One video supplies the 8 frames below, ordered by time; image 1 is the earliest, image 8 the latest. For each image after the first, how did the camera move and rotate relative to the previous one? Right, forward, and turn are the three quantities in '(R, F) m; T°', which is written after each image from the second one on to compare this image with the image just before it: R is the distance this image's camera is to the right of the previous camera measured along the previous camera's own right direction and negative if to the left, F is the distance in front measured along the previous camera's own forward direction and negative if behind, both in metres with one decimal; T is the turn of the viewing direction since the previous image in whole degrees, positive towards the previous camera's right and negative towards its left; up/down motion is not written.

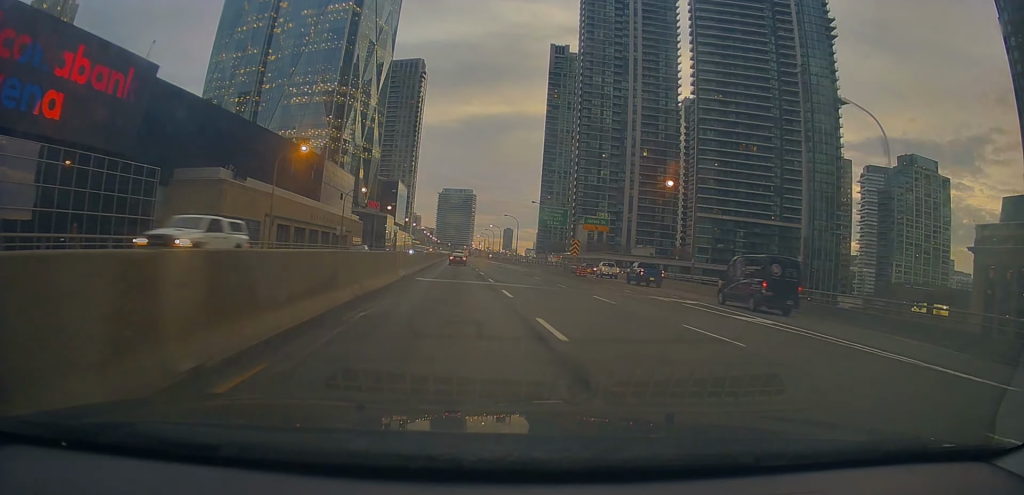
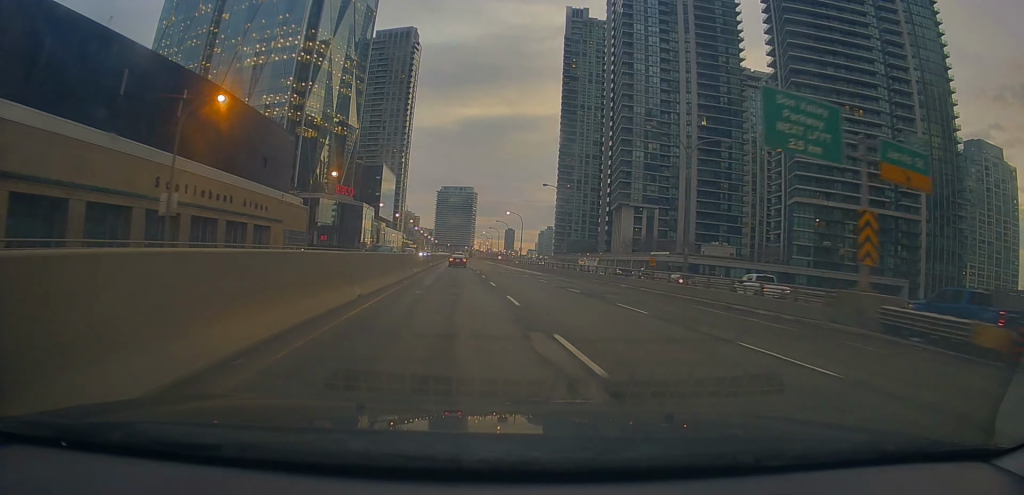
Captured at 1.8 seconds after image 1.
(+1.4, +48.3) m; 0°
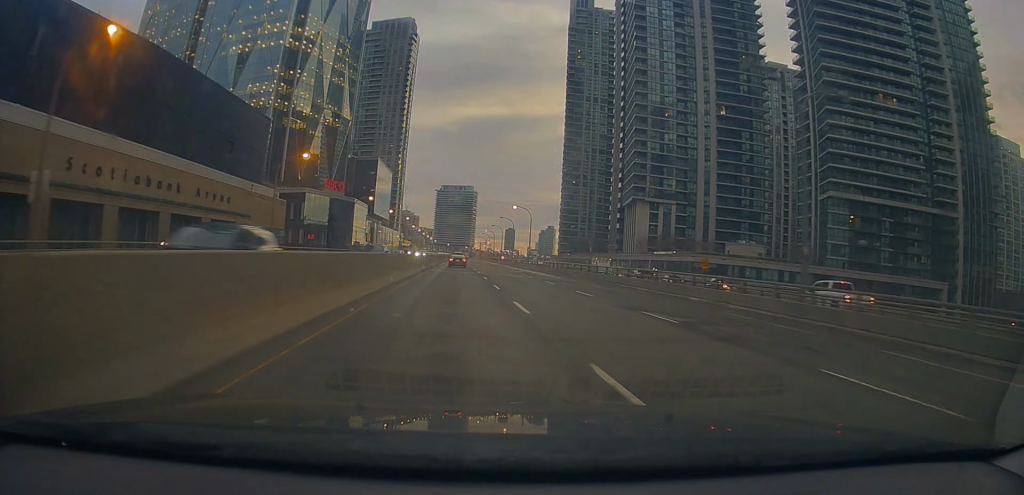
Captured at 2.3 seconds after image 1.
(-0.3, +11.5) m; -1°
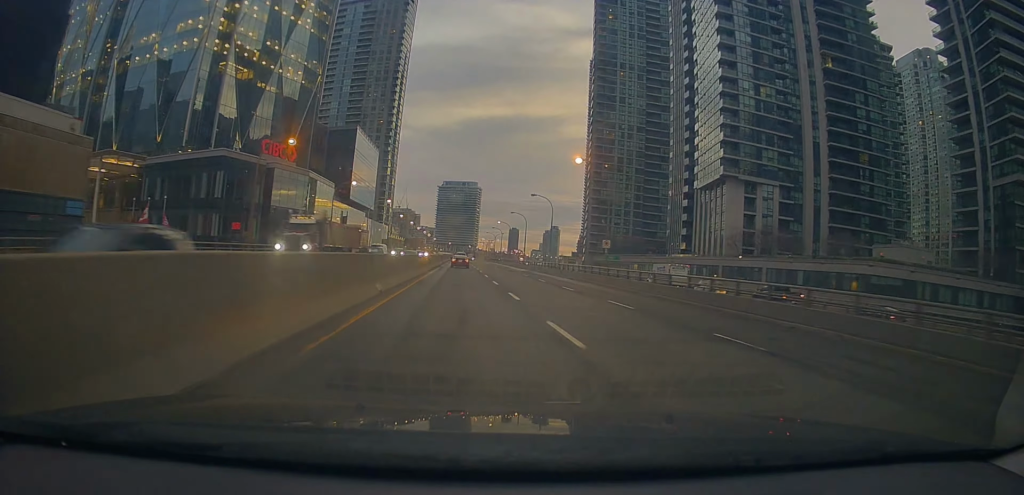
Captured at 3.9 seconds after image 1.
(-1.9, +43.0) m; -2°
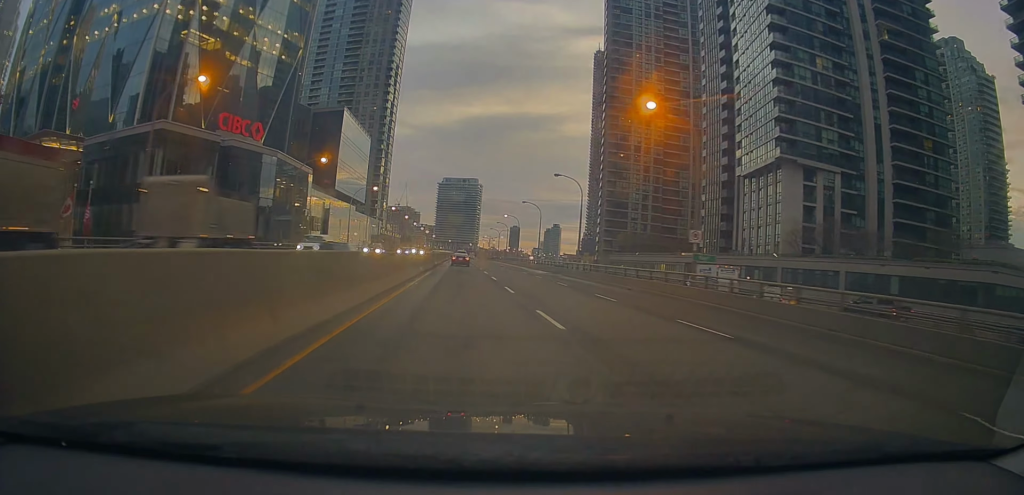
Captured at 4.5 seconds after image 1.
(+0.1, +16.5) m; +1°
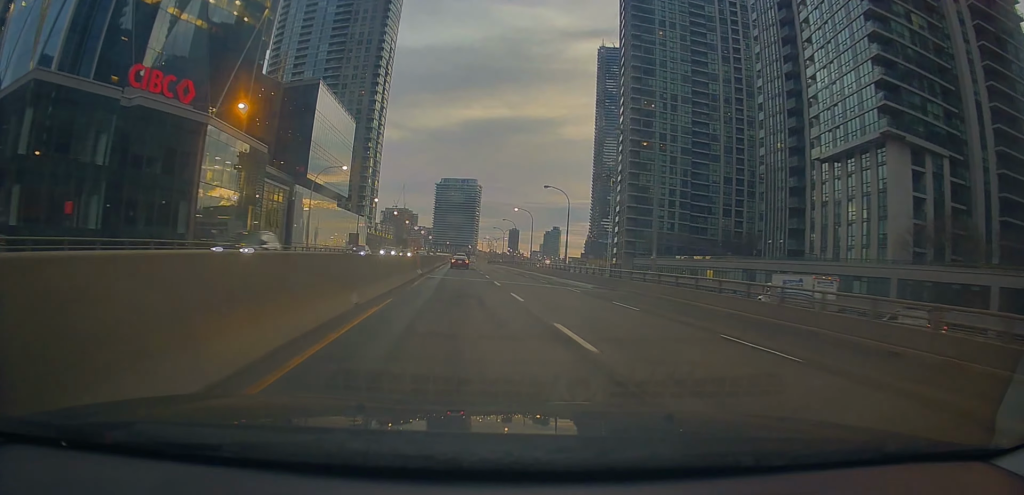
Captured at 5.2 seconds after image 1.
(+0.1, +21.2) m; +1°
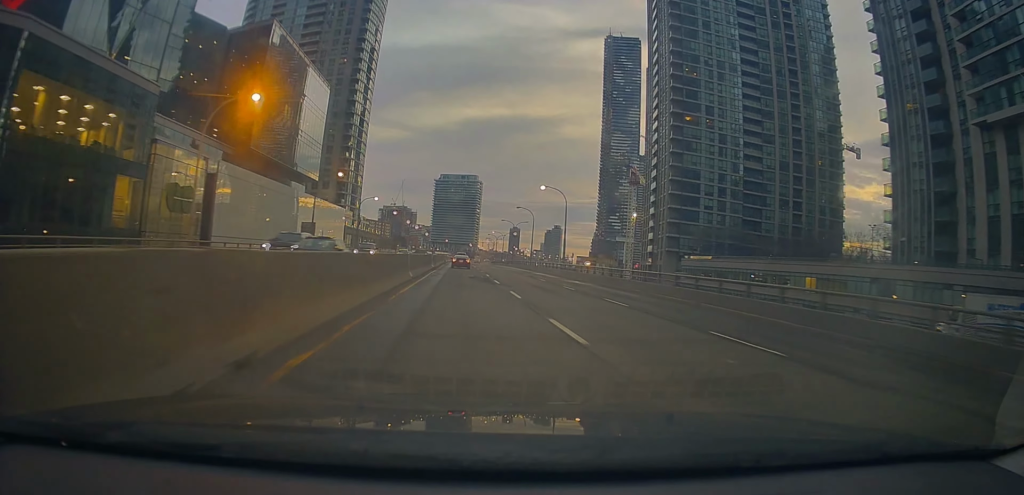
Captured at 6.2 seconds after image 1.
(+0.4, +26.9) m; +1°
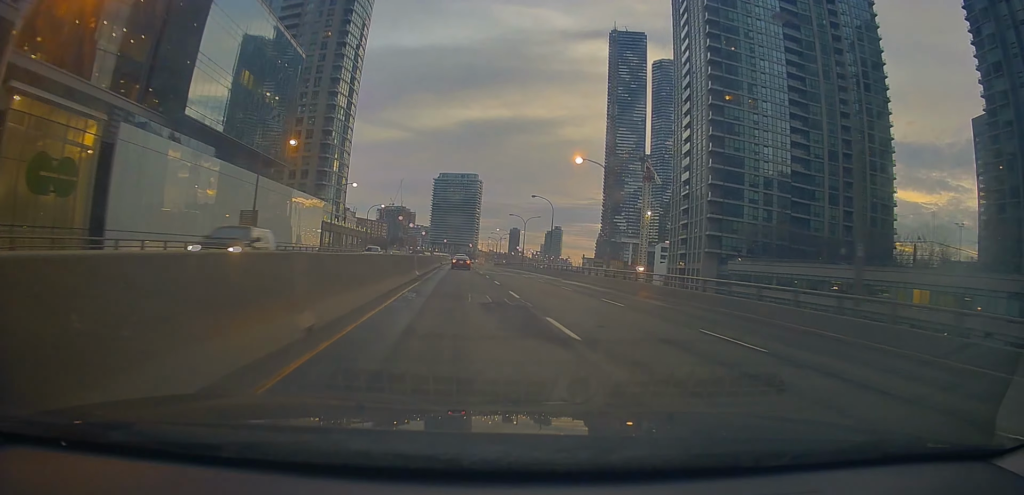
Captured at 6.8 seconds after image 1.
(-0.2, +17.9) m; +1°
